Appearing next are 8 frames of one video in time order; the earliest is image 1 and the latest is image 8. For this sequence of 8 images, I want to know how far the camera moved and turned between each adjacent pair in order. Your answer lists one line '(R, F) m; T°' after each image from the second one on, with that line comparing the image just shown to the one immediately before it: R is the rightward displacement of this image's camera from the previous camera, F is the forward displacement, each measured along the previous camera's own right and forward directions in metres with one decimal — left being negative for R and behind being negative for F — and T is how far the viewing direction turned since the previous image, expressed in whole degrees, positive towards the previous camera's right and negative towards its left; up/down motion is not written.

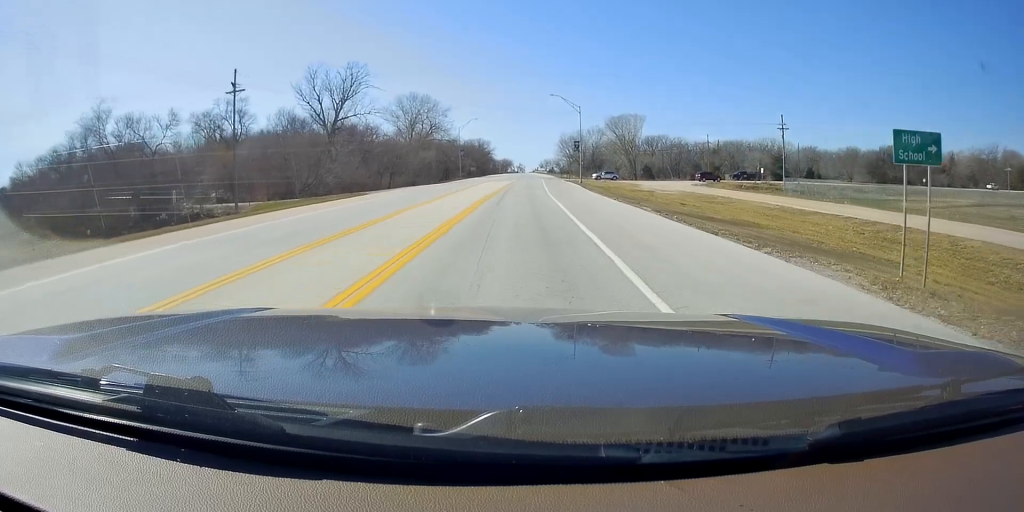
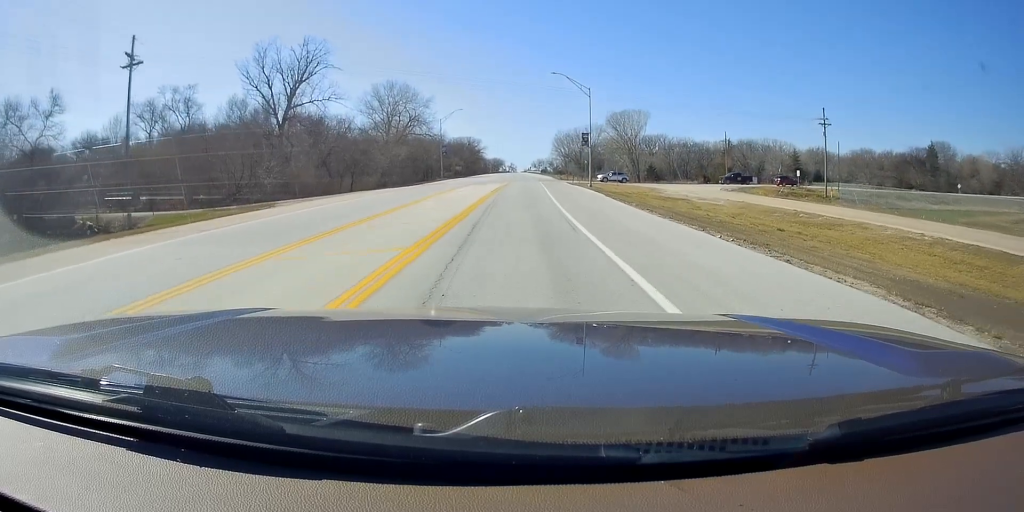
(+0.4, +18.2) m; +1°
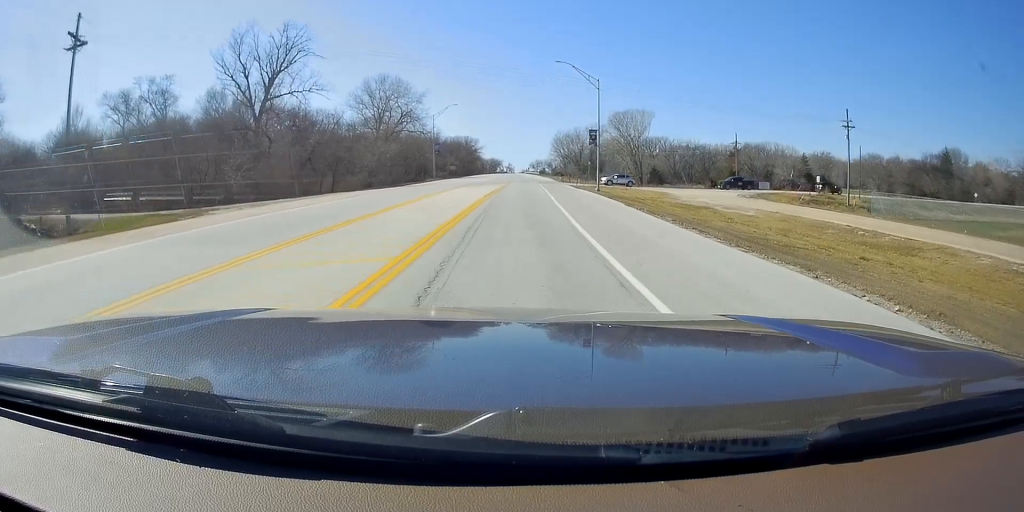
(0.0, +7.6) m; 0°
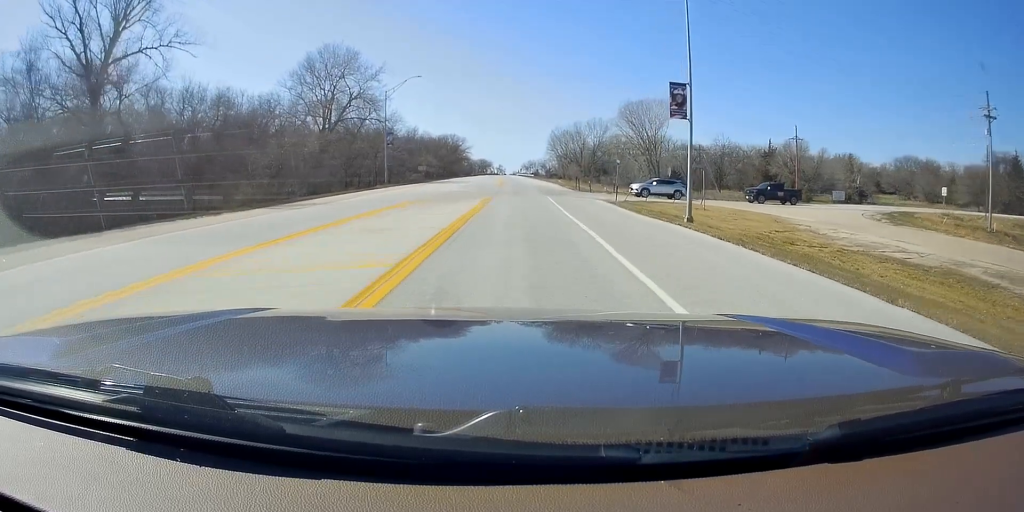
(+1.1, +31.3) m; +2°
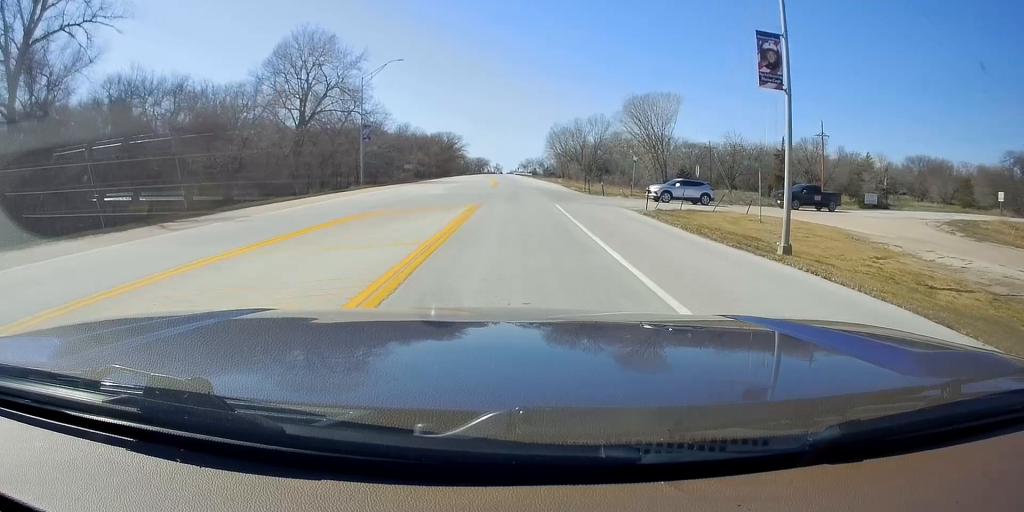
(-0.4, +9.2) m; -2°
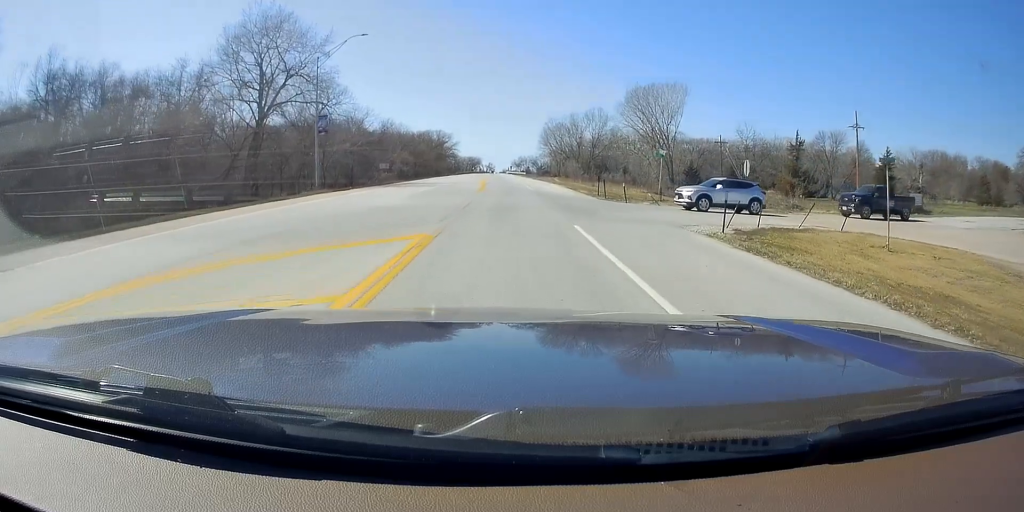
(-0.1, +11.6) m; +6°
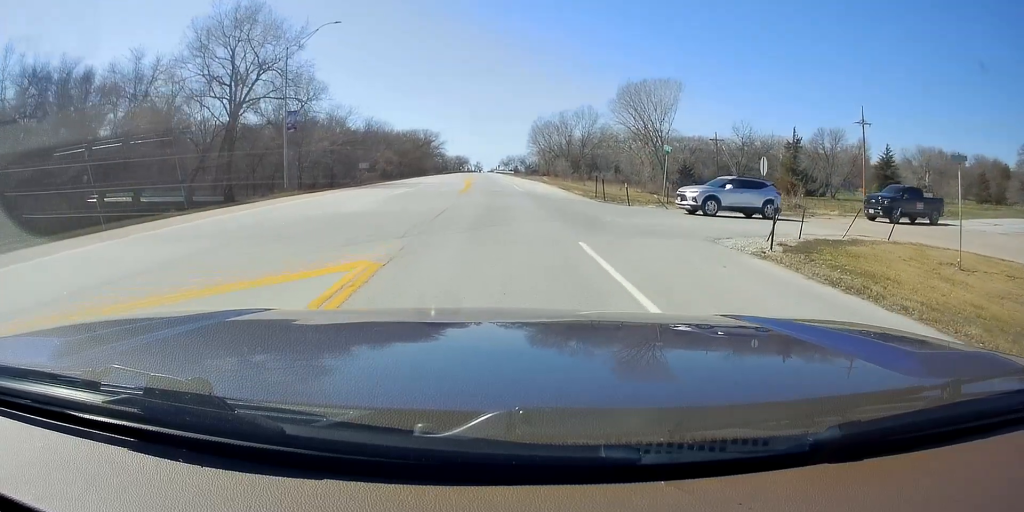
(+0.4, +4.2) m; +4°
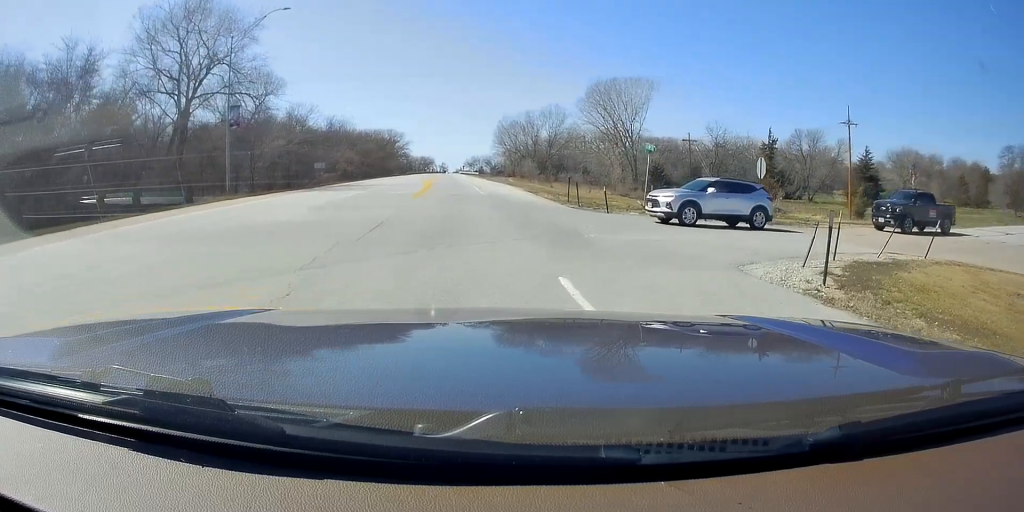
(+0.3, +4.3) m; +4°
